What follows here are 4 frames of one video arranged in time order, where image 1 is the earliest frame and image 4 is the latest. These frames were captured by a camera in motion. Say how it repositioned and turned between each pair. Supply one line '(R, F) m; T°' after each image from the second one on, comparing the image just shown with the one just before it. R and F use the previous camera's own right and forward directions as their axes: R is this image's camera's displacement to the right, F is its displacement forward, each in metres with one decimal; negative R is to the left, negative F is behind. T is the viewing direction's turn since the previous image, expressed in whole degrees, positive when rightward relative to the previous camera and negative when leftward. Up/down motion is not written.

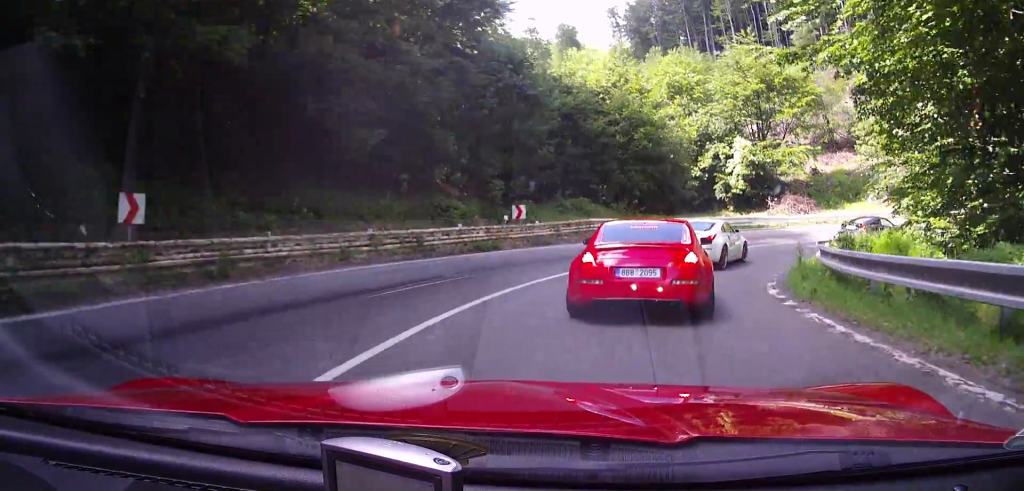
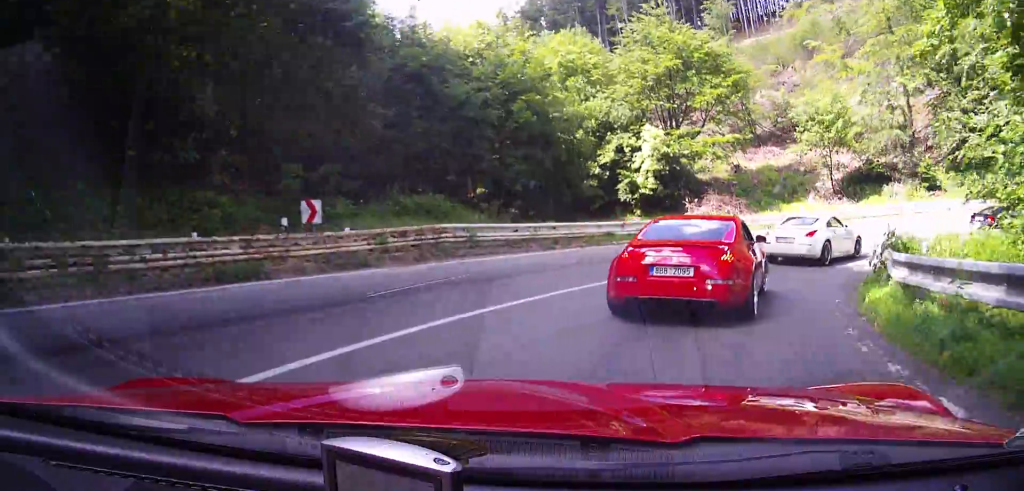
(+0.2, +12.1) m; +9°
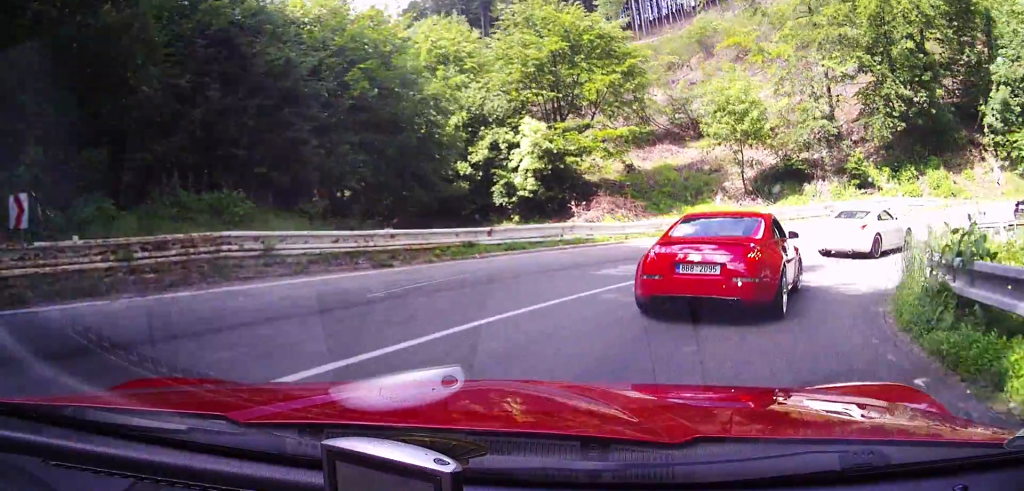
(+1.0, +6.2) m; +7°
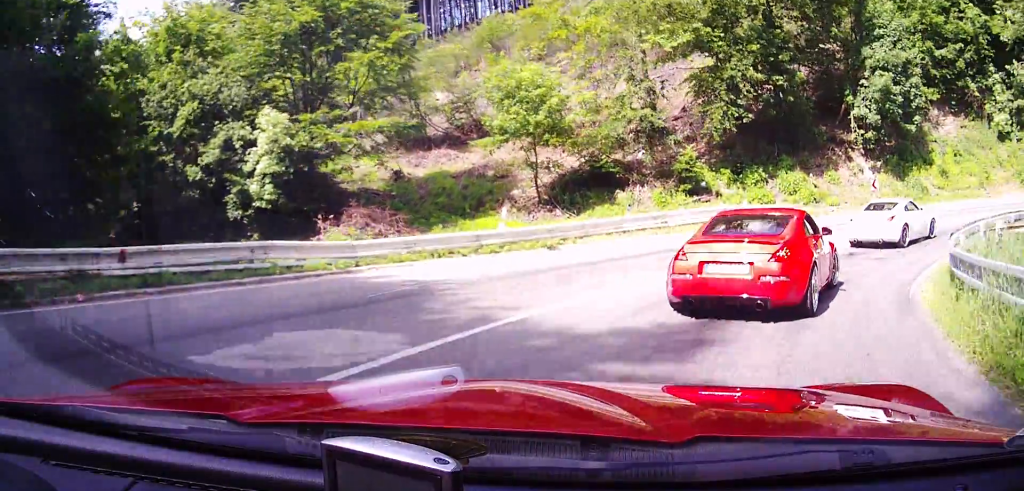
(+0.6, +8.2) m; +4°
